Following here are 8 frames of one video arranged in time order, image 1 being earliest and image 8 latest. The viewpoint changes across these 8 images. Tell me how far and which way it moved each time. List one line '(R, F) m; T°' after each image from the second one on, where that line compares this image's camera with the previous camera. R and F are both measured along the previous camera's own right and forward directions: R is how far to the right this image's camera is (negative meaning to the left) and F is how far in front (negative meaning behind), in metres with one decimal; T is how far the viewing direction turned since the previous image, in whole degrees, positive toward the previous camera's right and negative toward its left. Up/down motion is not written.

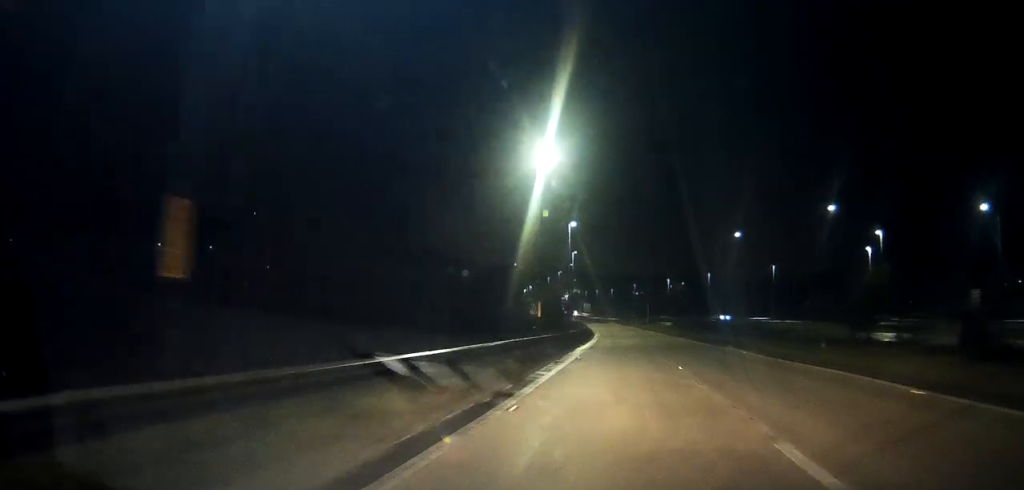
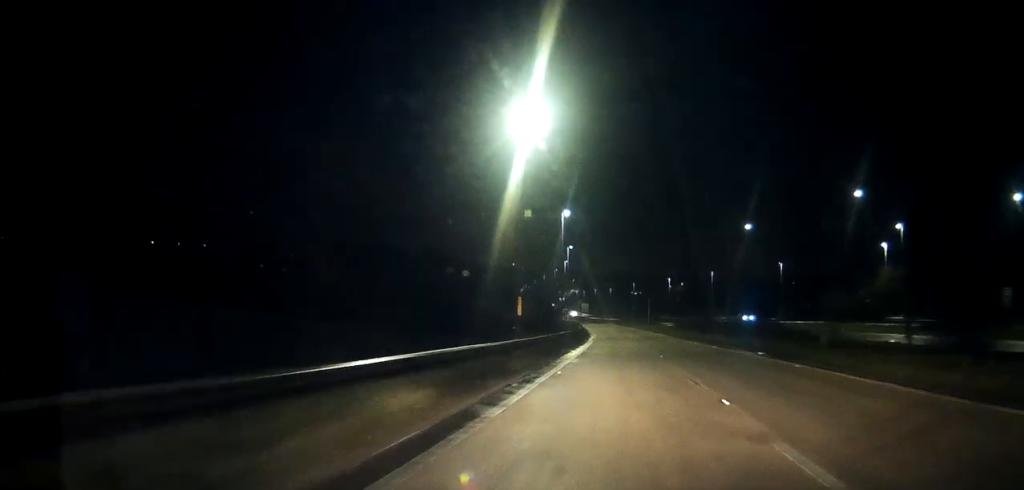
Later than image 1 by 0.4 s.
(0.0, +8.9) m; 0°
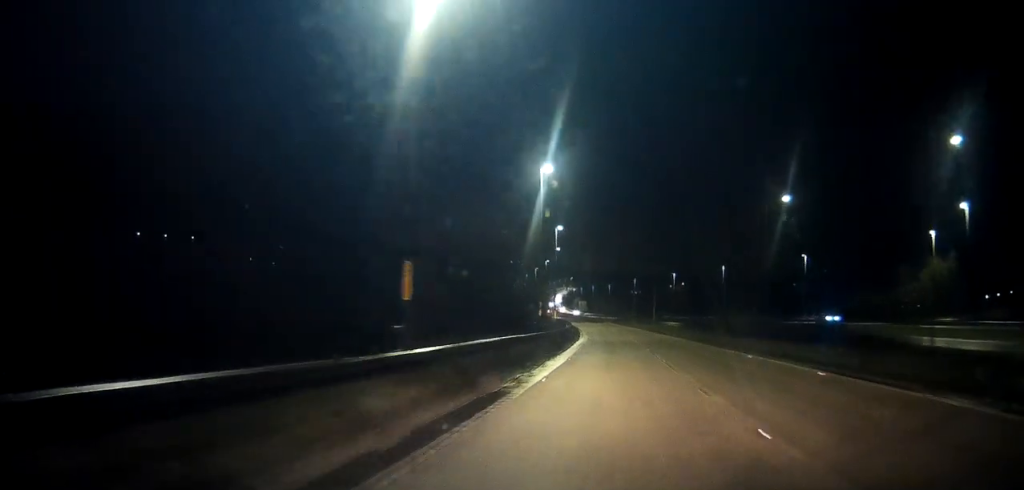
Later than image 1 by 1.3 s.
(+0.1, +20.8) m; 0°
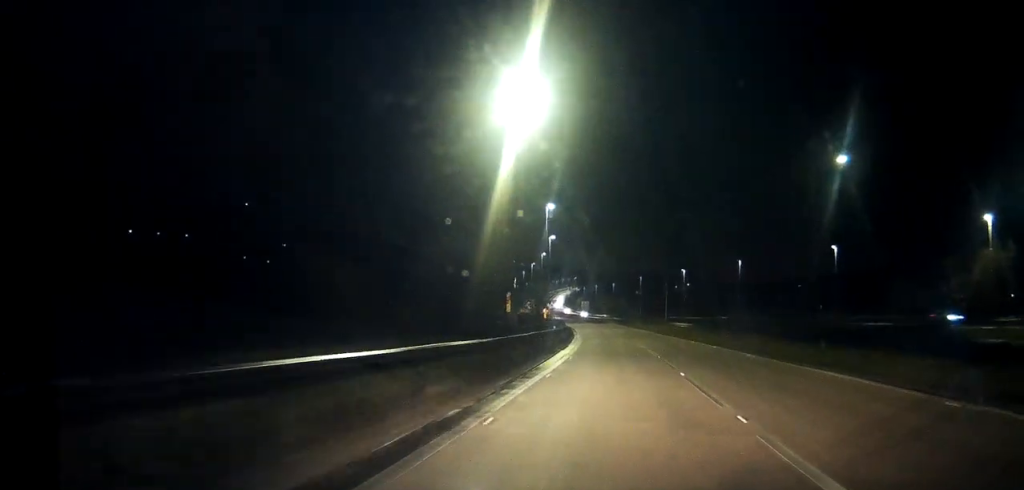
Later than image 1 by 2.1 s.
(0.0, +17.1) m; 0°
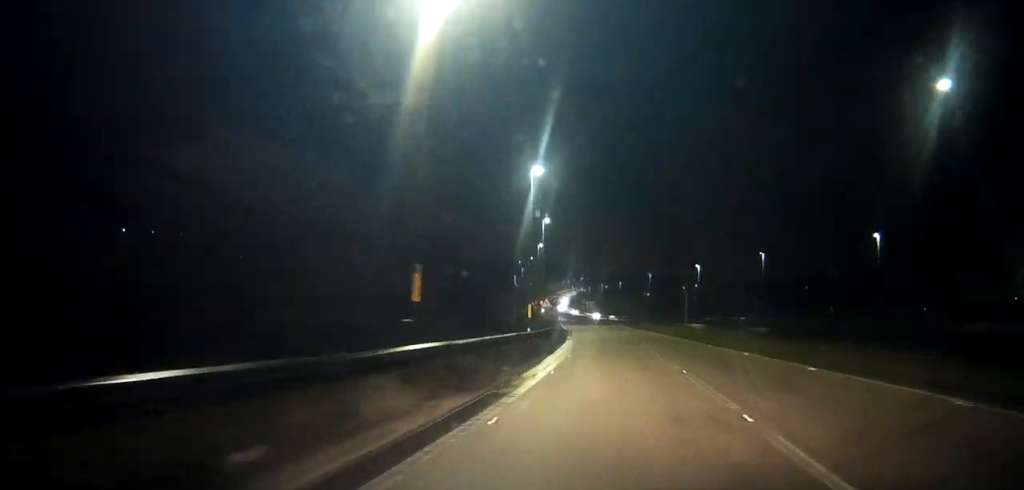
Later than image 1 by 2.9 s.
(0.0, +17.9) m; -1°
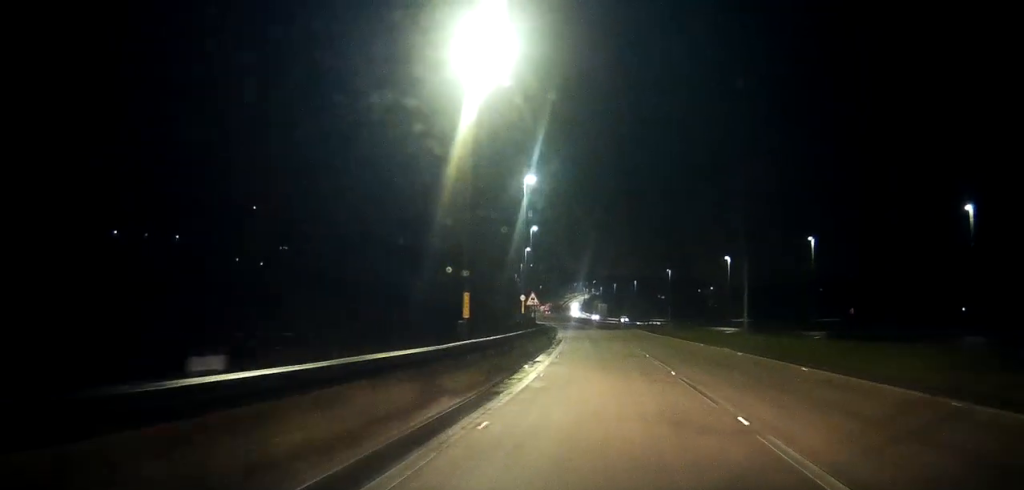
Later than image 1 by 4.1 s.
(-0.3, +26.8) m; -1°
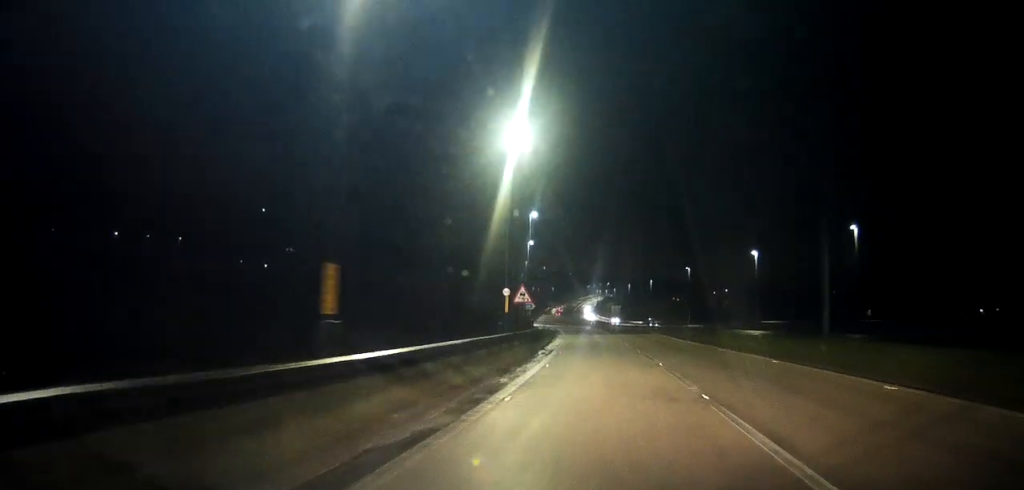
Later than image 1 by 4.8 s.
(-0.1, +14.9) m; -1°
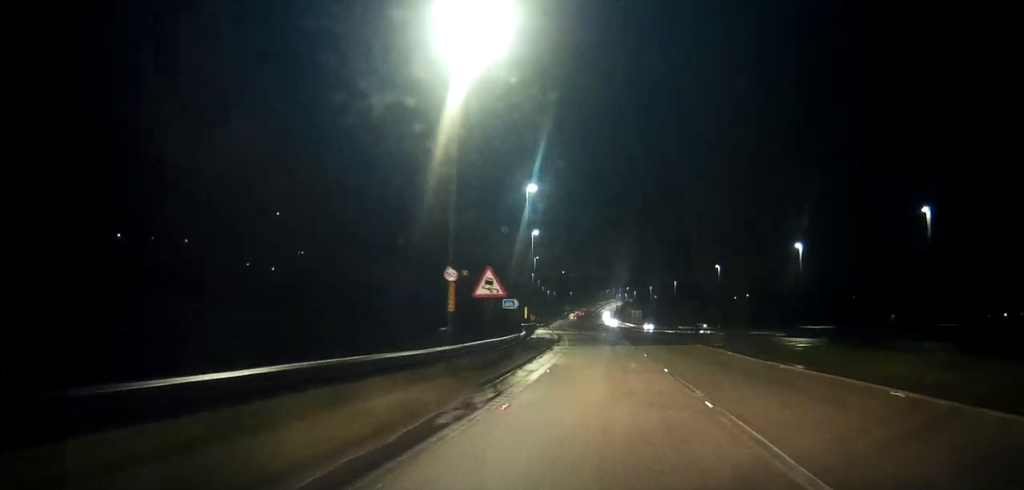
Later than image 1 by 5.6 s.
(-0.1, +18.5) m; -1°
